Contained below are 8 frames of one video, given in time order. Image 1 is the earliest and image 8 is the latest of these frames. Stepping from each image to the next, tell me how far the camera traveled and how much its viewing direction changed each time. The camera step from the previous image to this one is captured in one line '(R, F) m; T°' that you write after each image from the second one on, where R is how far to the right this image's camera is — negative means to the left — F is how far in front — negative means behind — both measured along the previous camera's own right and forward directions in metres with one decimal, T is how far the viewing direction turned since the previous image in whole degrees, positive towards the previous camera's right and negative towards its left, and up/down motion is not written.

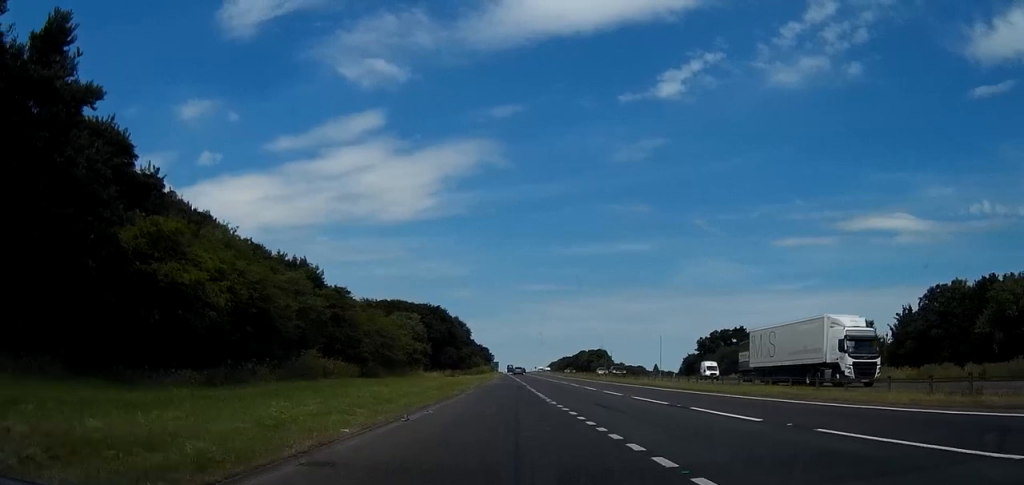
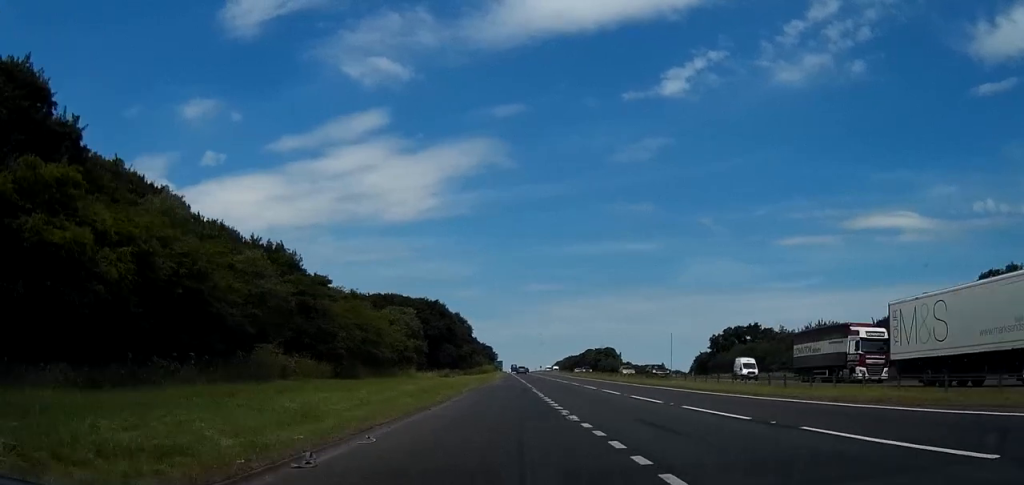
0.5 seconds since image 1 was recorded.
(0.0, +8.7) m; 0°
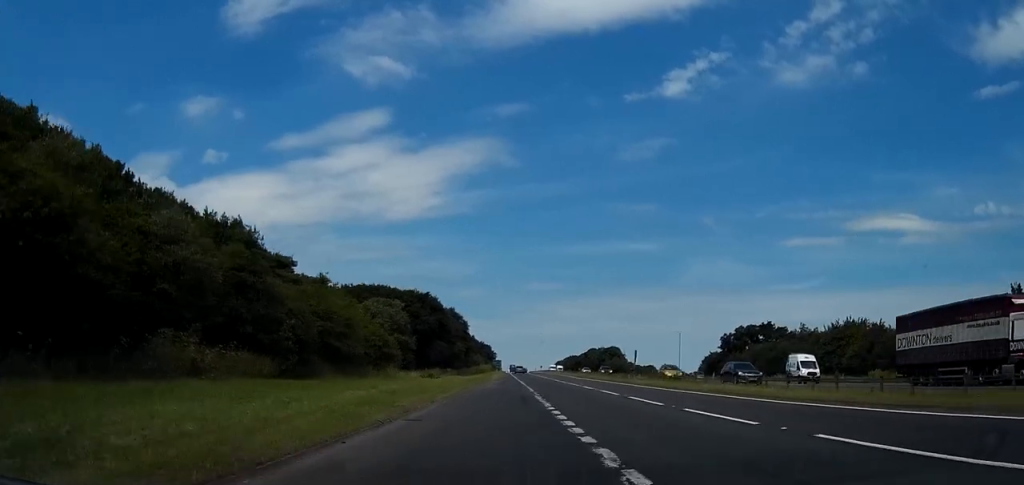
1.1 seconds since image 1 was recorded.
(0.0, +10.5) m; 0°
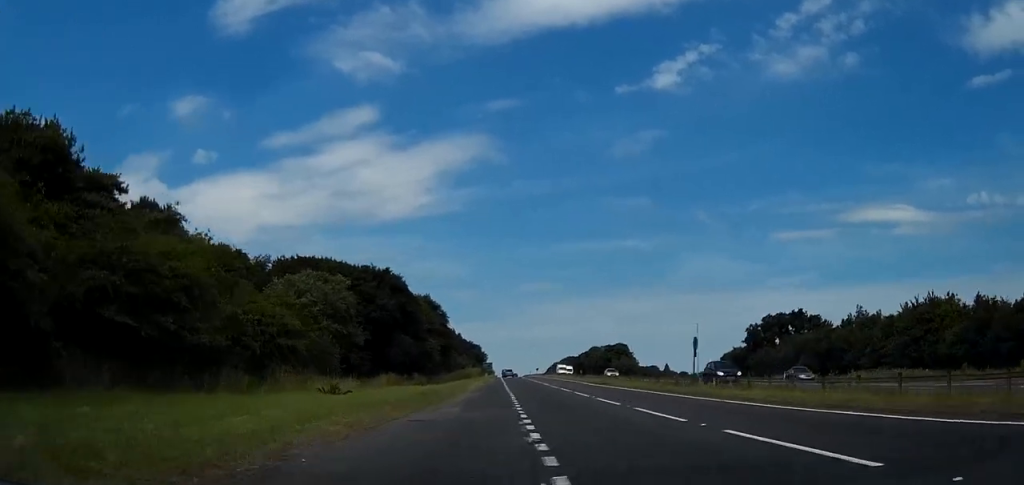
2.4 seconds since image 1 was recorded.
(-0.1, +25.1) m; 0°
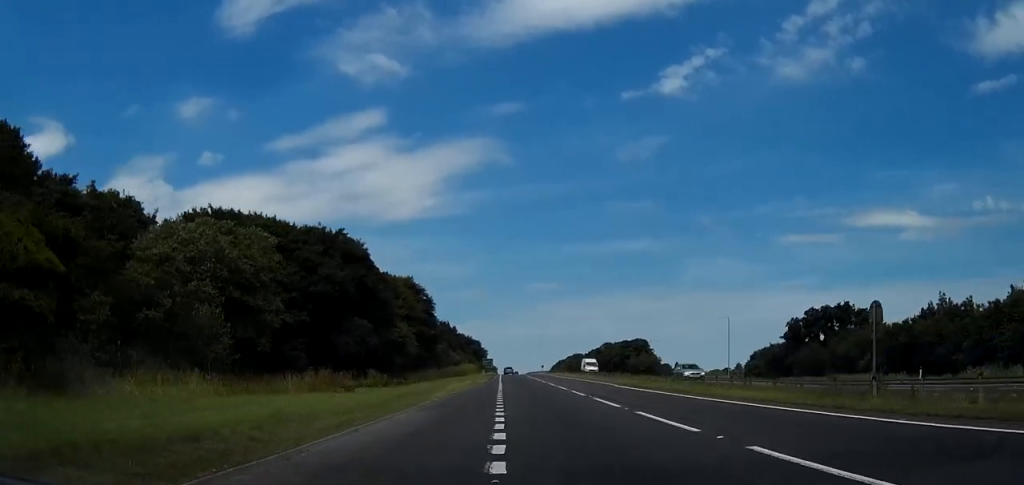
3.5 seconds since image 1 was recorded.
(0.0, +21.7) m; 0°
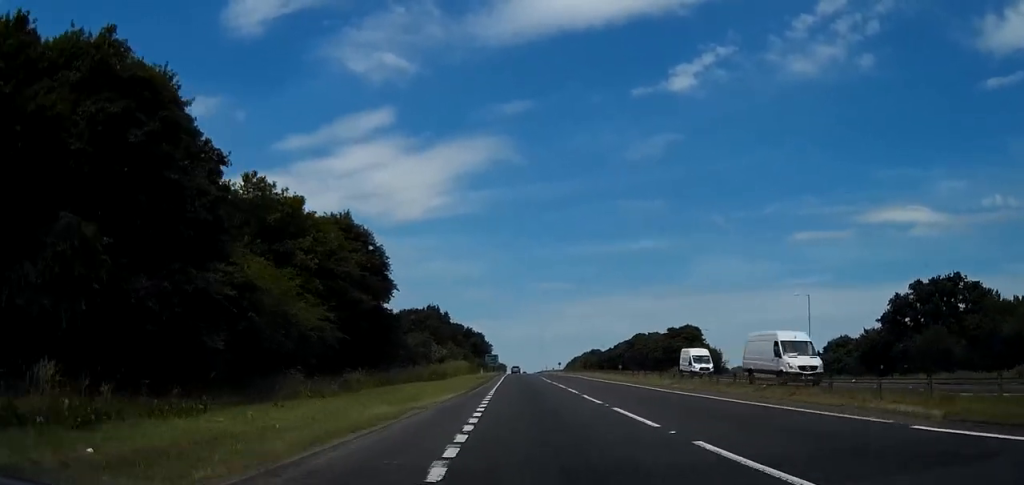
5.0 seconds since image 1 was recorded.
(-0.1, +35.3) m; -1°
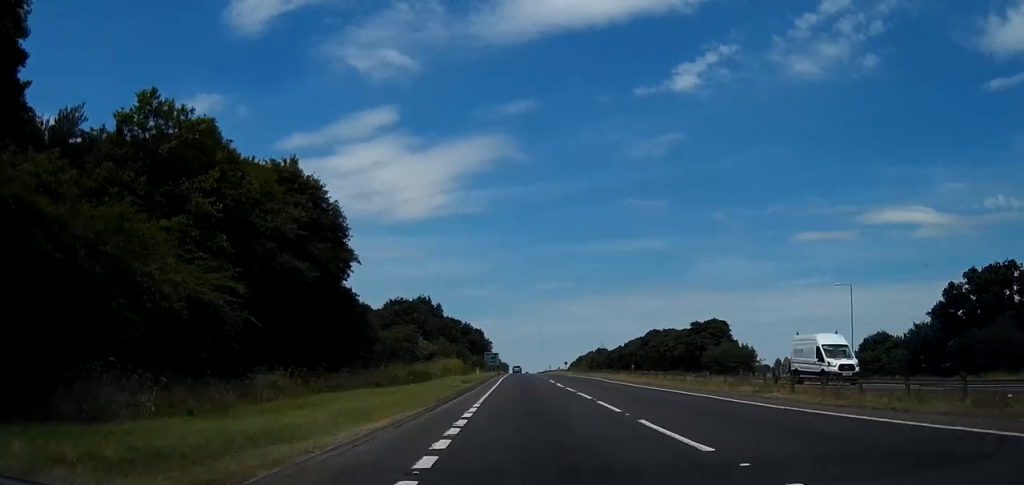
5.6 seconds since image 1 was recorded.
(-0.1, +13.5) m; 0°
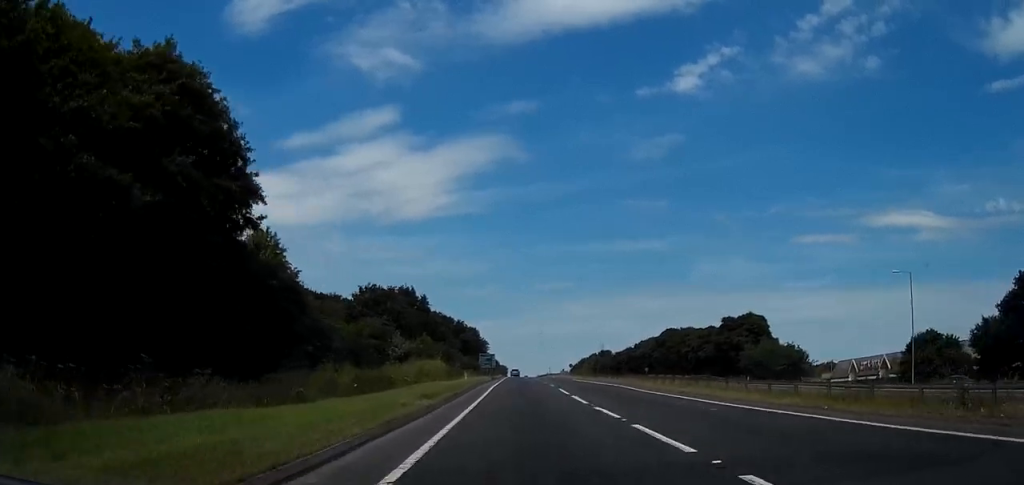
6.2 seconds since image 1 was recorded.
(0.0, +15.5) m; 0°
